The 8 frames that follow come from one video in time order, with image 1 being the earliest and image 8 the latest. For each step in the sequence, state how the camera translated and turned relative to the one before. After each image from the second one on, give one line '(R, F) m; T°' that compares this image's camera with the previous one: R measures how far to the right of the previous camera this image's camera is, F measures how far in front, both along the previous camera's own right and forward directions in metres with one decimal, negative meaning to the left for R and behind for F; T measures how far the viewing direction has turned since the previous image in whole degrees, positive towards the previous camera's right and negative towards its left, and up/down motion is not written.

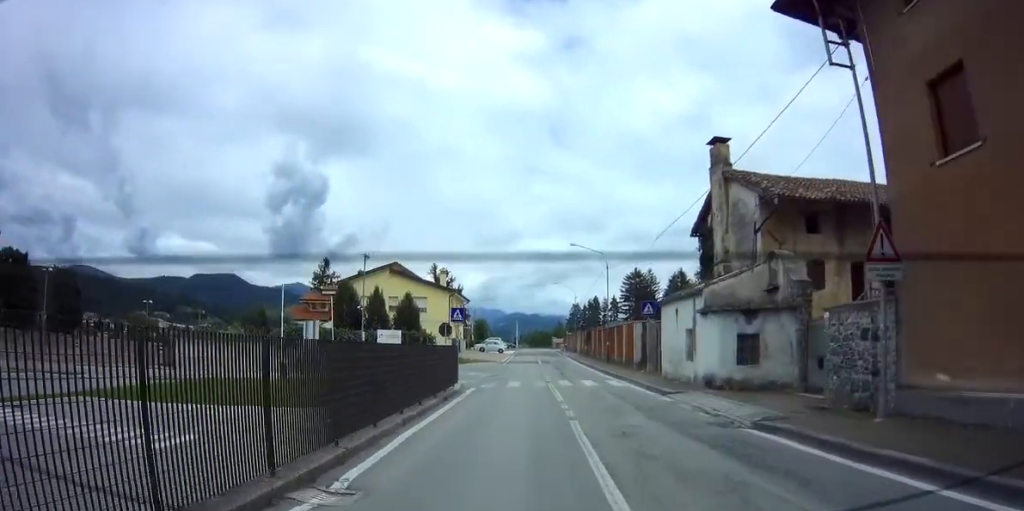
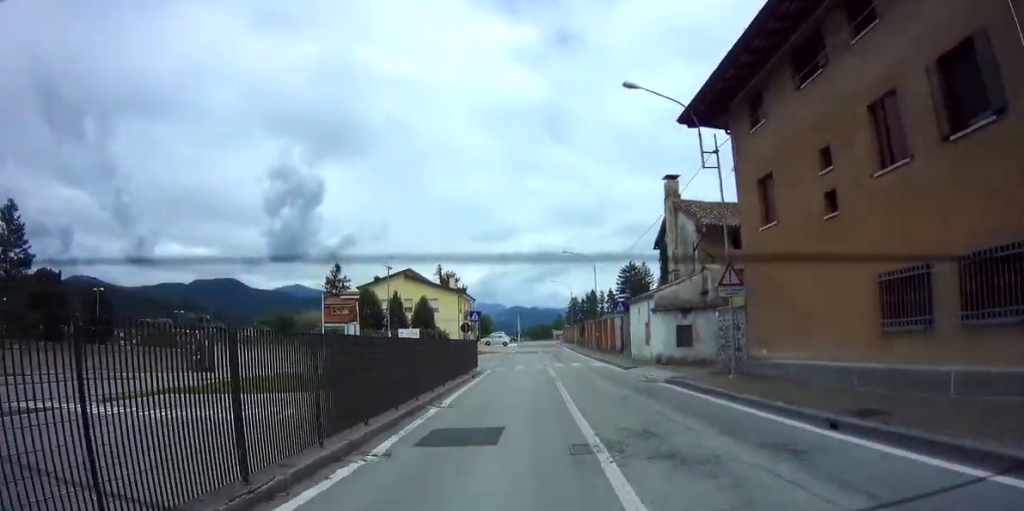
(-0.1, +7.3) m; -1°
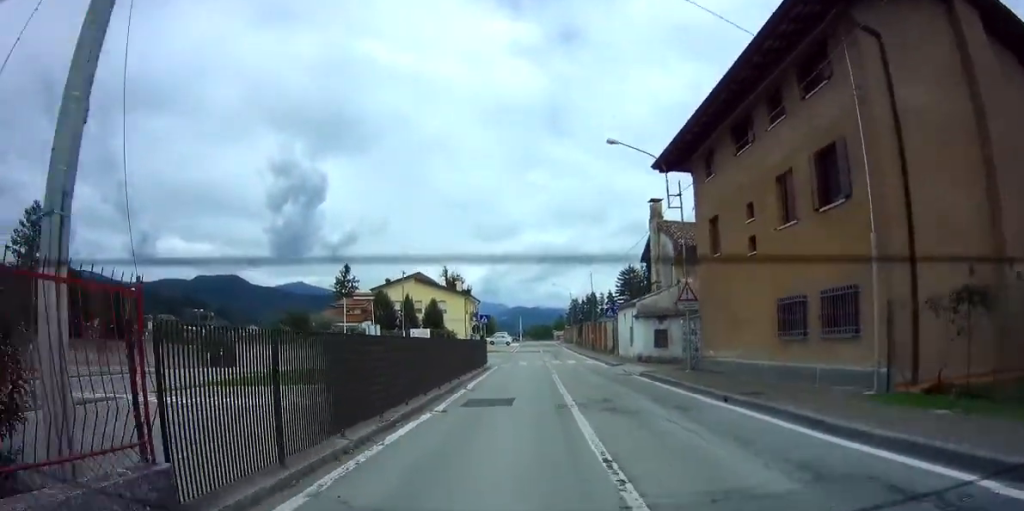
(0.0, +4.7) m; -1°
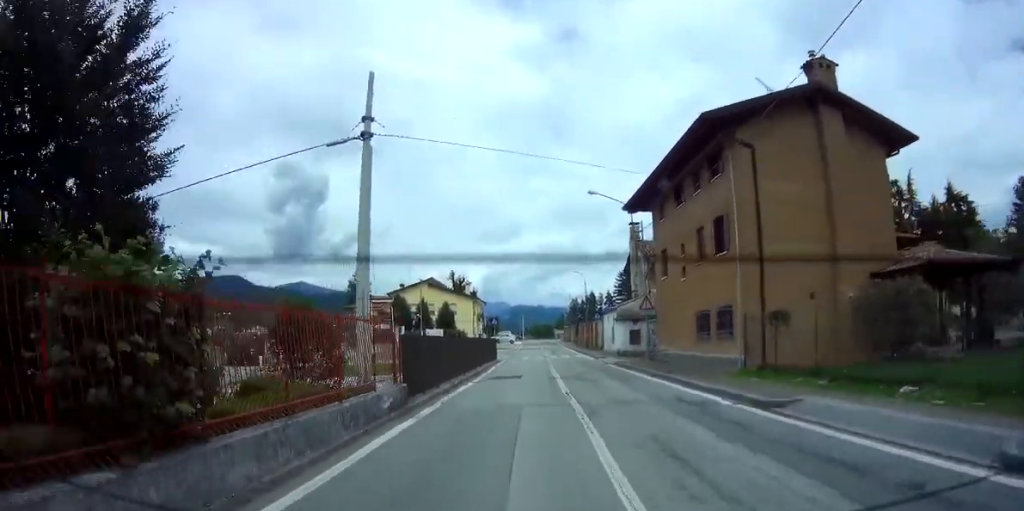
(0.0, +8.1) m; +1°
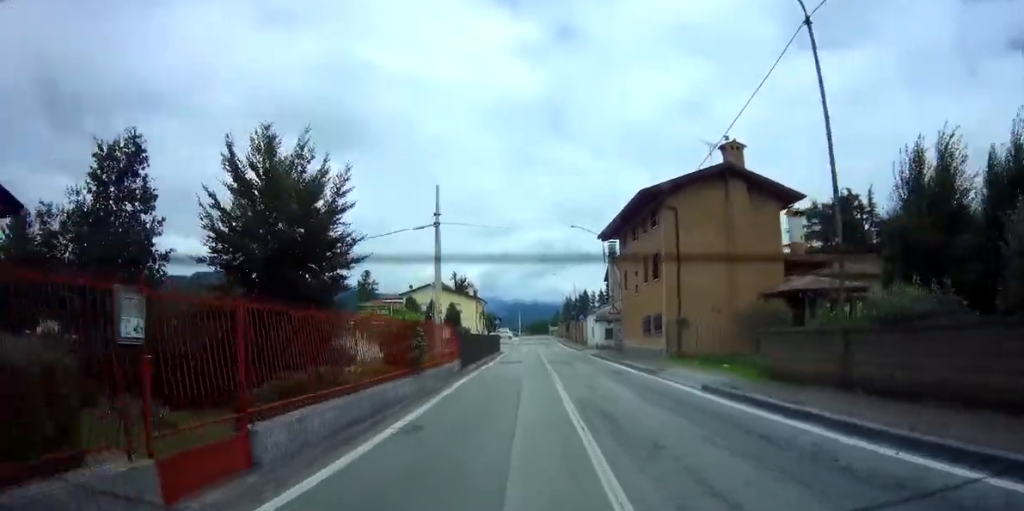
(+0.2, +9.5) m; 0°
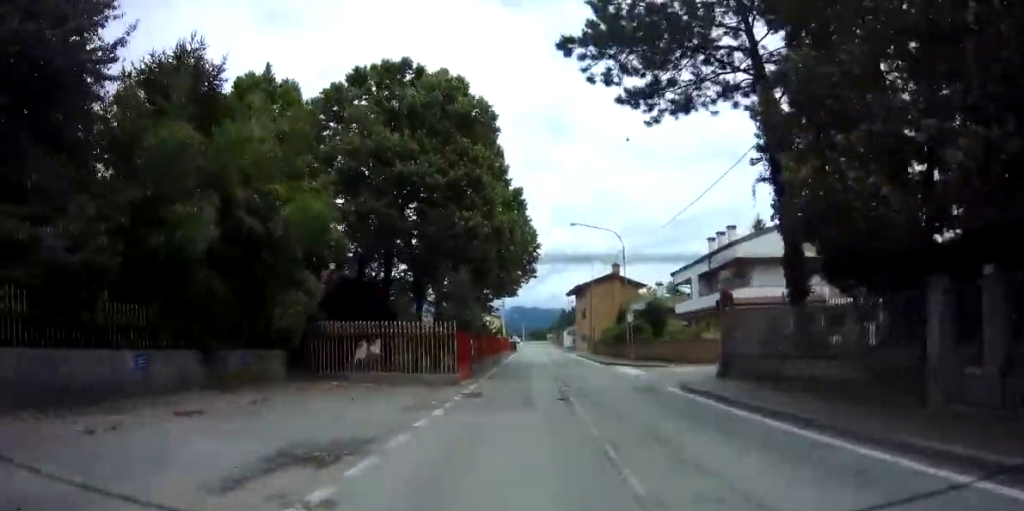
(-0.9, +40.8) m; 0°
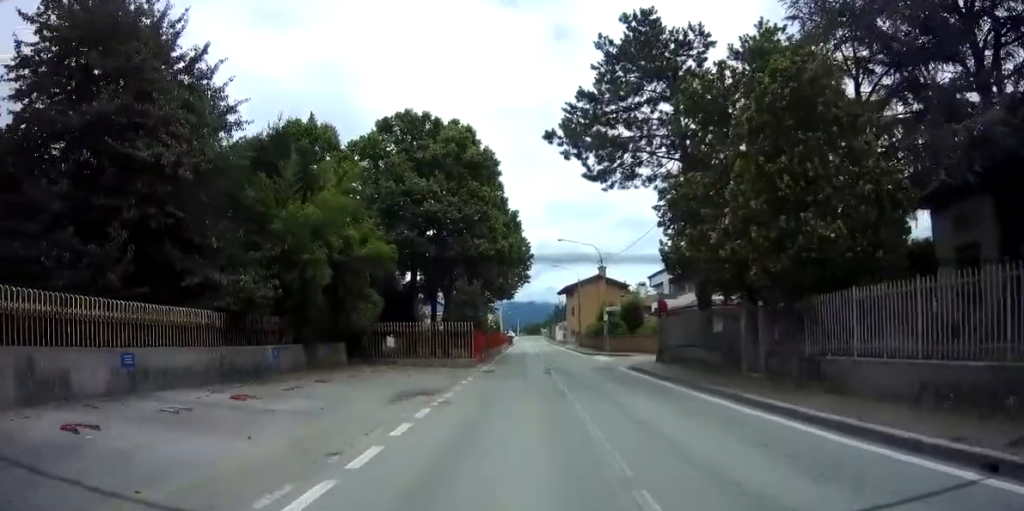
(+0.1, +7.3) m; 0°
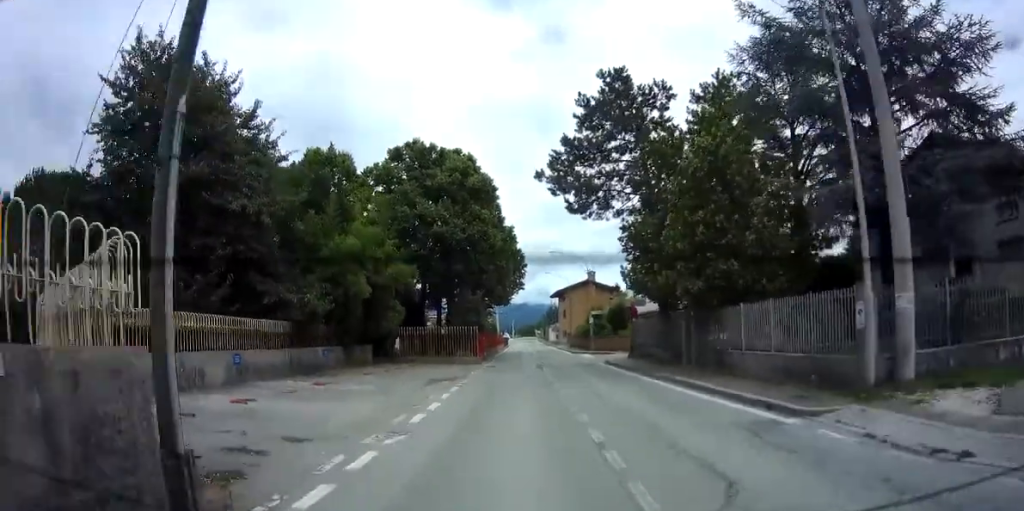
(-0.2, +5.4) m; +1°
